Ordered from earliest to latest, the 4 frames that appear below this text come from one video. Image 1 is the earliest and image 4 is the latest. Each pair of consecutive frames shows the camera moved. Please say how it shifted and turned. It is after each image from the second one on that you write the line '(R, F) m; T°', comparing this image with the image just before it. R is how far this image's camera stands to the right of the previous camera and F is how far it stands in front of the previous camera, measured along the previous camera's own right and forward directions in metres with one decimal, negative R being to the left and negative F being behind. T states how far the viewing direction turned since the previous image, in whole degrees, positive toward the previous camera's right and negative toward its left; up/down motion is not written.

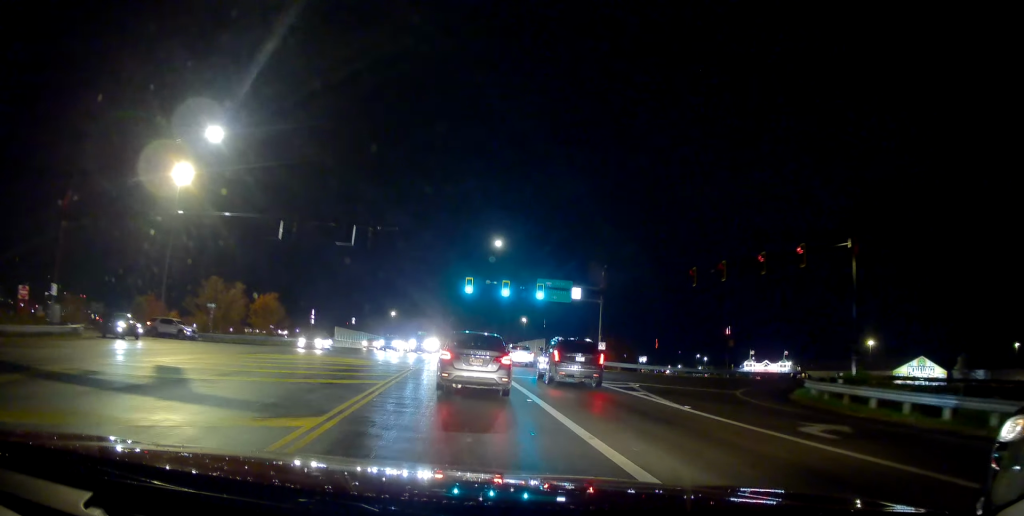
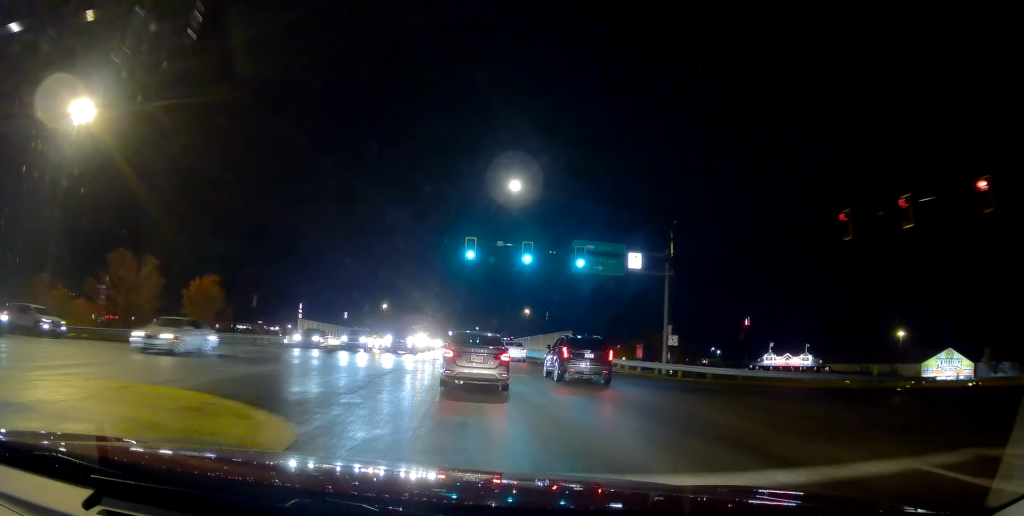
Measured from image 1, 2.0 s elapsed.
(-0.2, +18.4) m; -2°
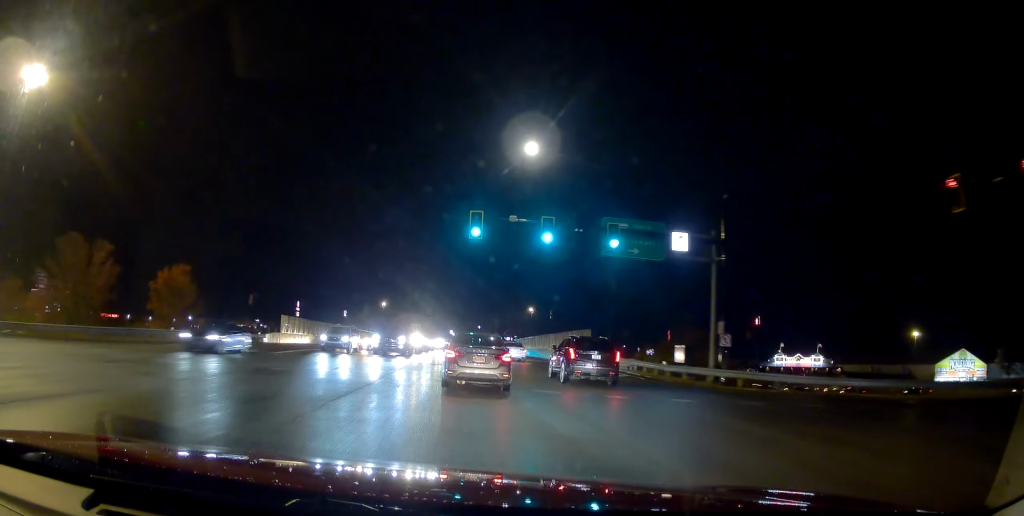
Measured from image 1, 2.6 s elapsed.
(-0.2, +6.9) m; +1°
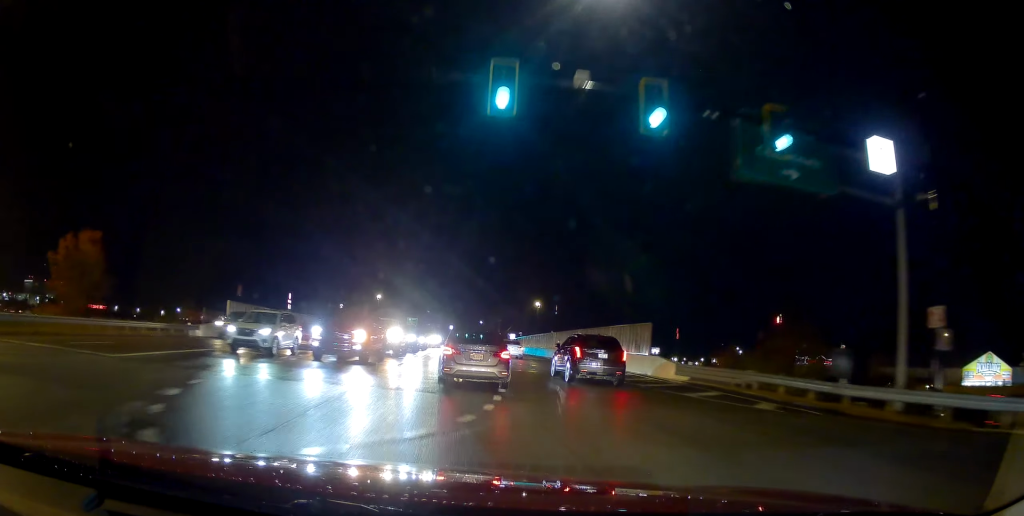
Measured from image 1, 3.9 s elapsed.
(+0.4, +14.2) m; -1°
